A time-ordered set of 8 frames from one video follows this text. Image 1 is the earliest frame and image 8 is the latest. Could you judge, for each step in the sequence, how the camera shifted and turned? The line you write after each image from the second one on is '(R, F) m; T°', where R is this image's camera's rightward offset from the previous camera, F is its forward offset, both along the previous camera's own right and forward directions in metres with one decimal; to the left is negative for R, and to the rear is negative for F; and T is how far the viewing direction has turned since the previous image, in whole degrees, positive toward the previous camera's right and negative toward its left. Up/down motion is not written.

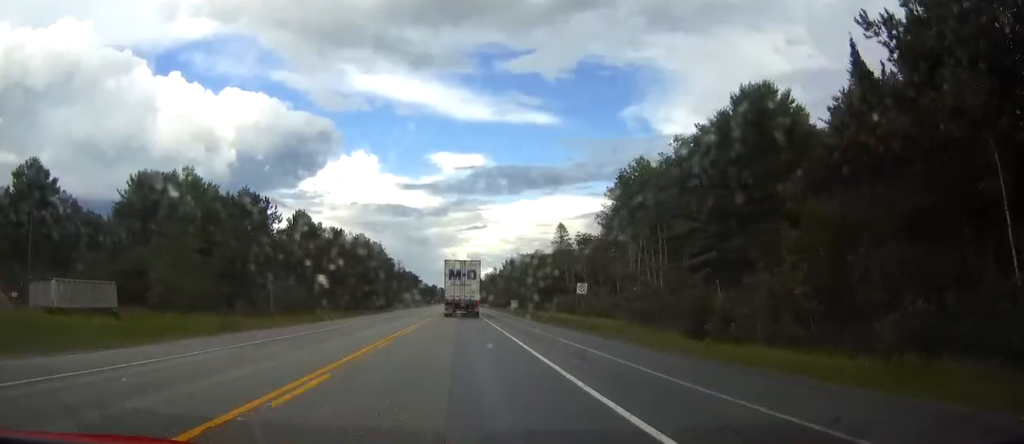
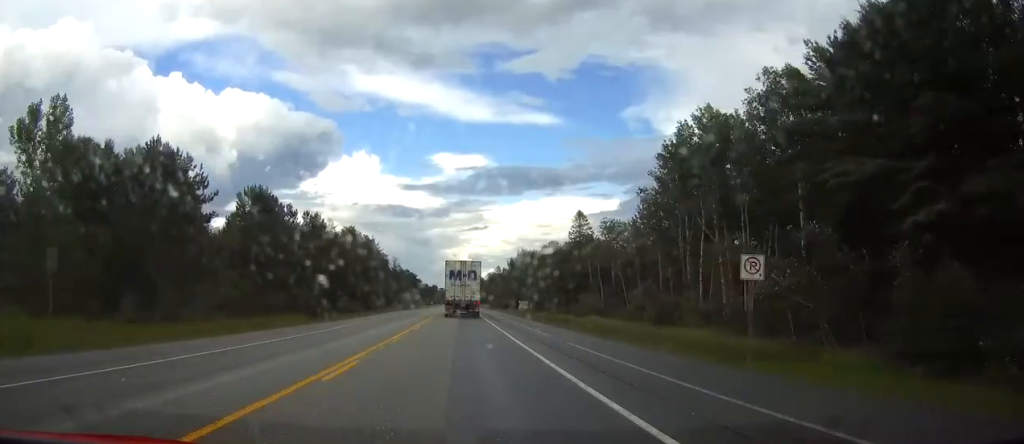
(0.0, +23.5) m; 0°
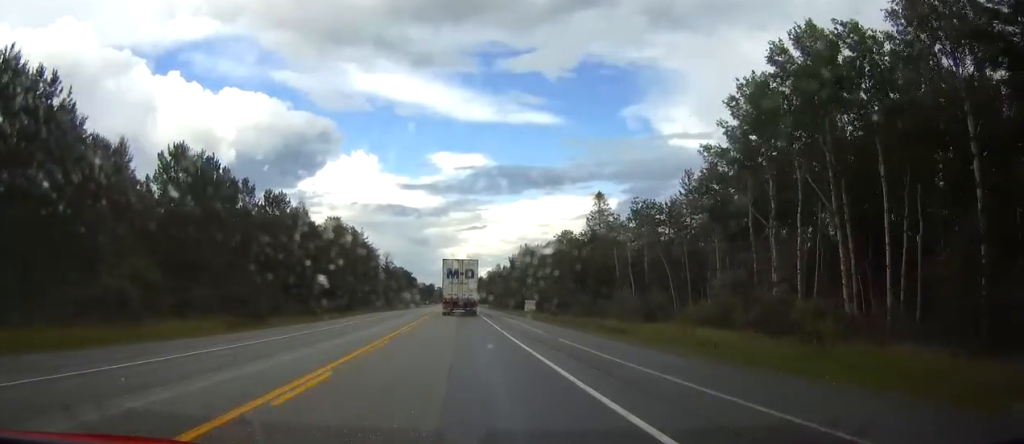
(-0.1, +20.9) m; 0°
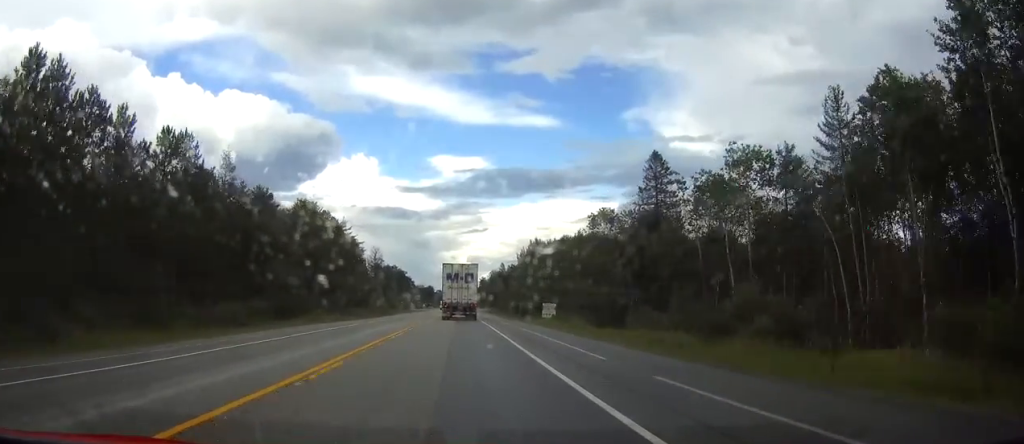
(+0.1, +32.8) m; 0°
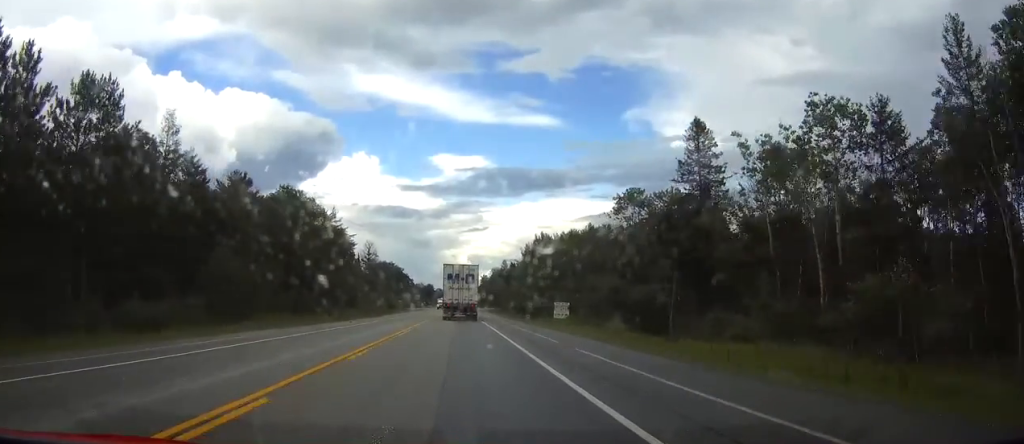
(0.0, +14.6) m; 0°
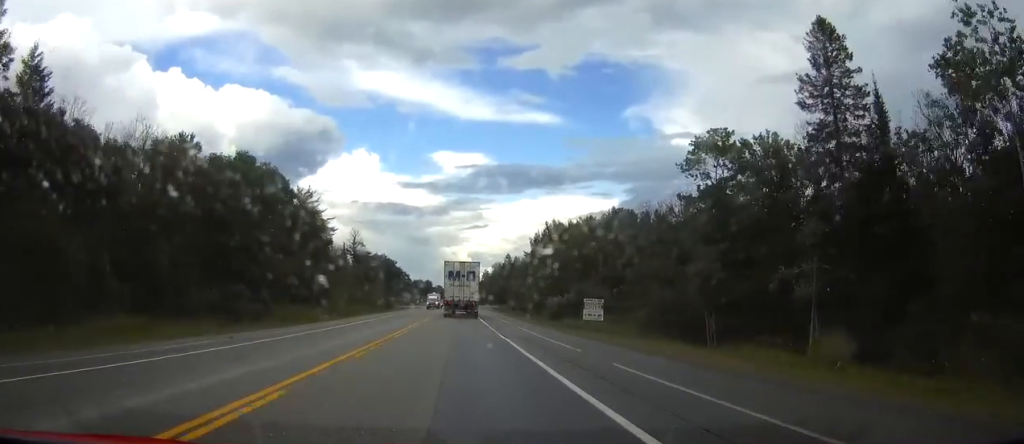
(0.0, +25.7) m; 0°
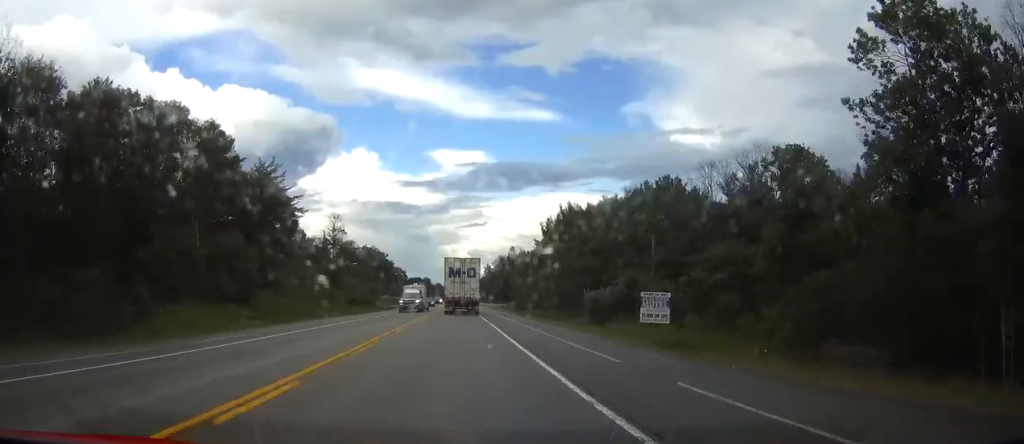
(0.0, +25.7) m; 0°
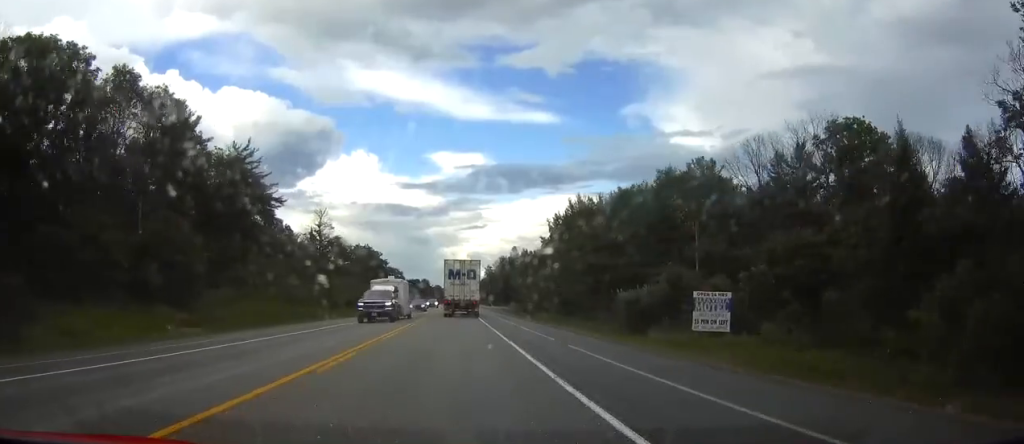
(0.0, +12.9) m; 0°
